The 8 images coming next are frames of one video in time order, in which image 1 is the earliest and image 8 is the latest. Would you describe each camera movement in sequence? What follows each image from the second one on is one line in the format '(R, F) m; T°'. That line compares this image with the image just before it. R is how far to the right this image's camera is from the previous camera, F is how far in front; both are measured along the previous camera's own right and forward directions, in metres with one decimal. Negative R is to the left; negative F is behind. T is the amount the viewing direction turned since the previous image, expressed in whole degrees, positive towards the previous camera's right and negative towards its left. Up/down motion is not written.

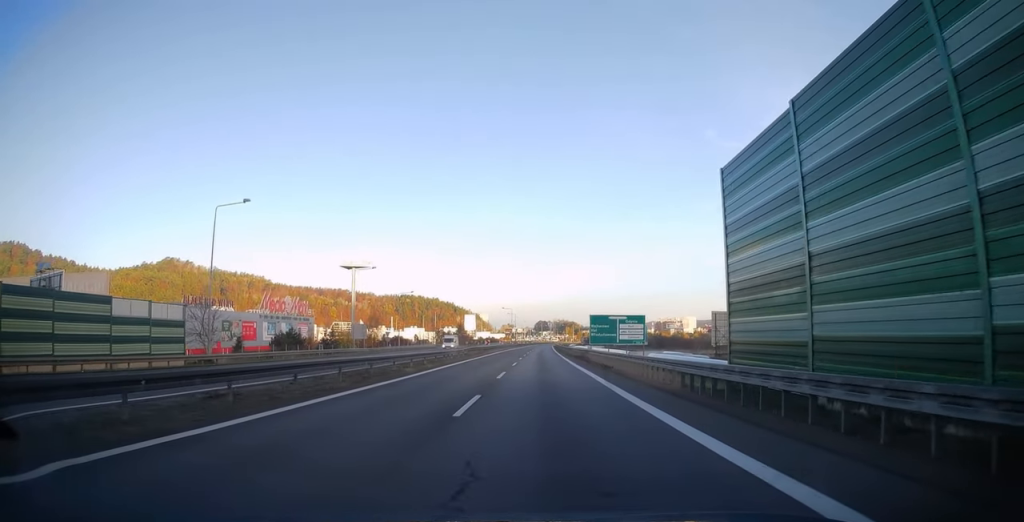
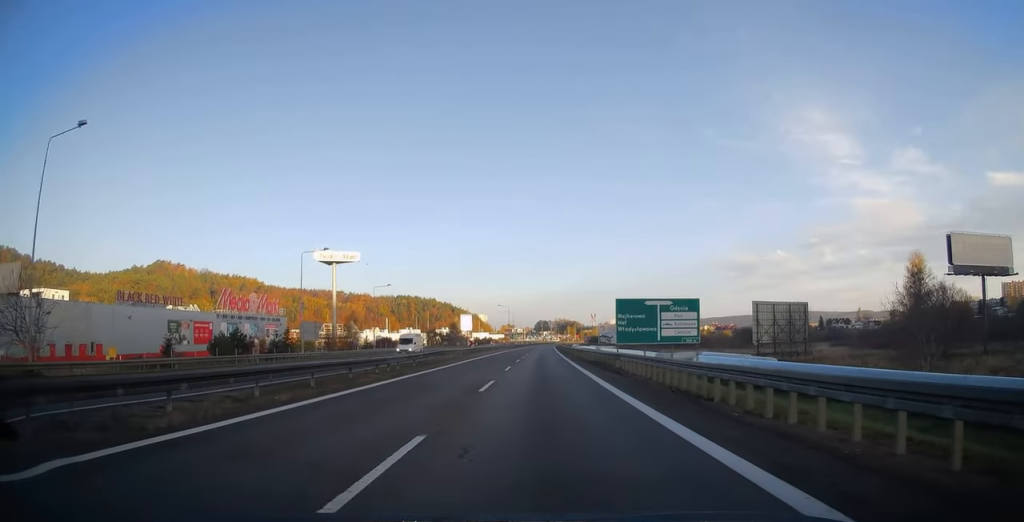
(-0.1, +18.4) m; 0°
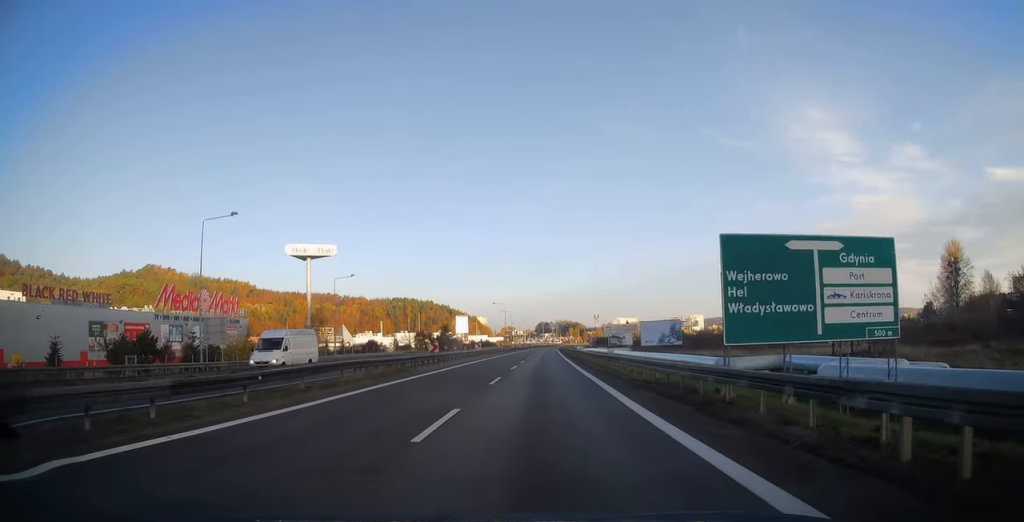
(0.0, +20.3) m; 0°
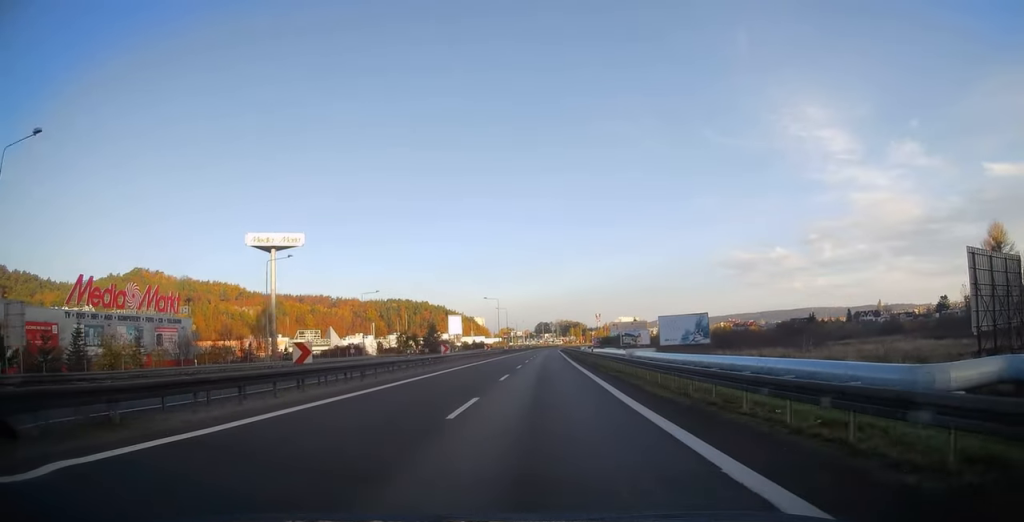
(+0.1, +21.5) m; 0°
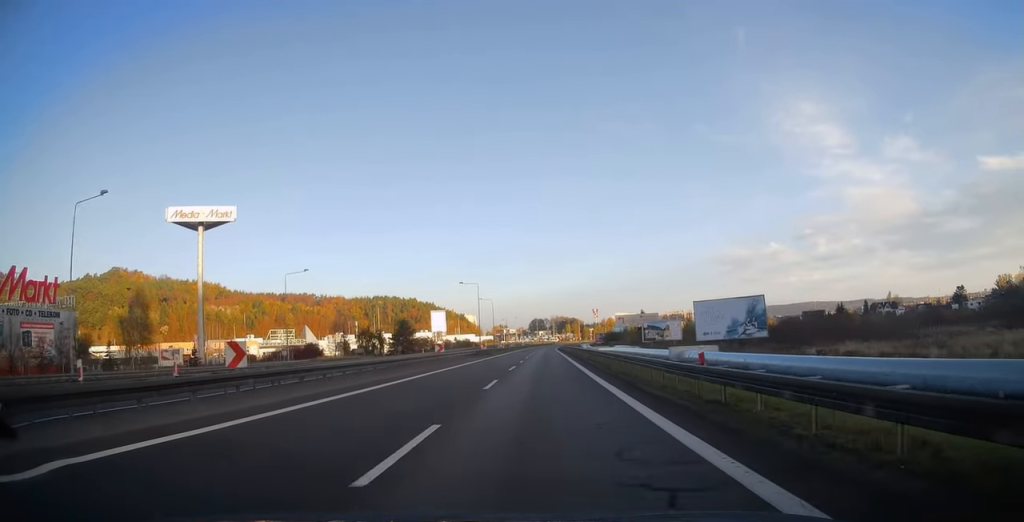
(0.0, +29.6) m; 0°
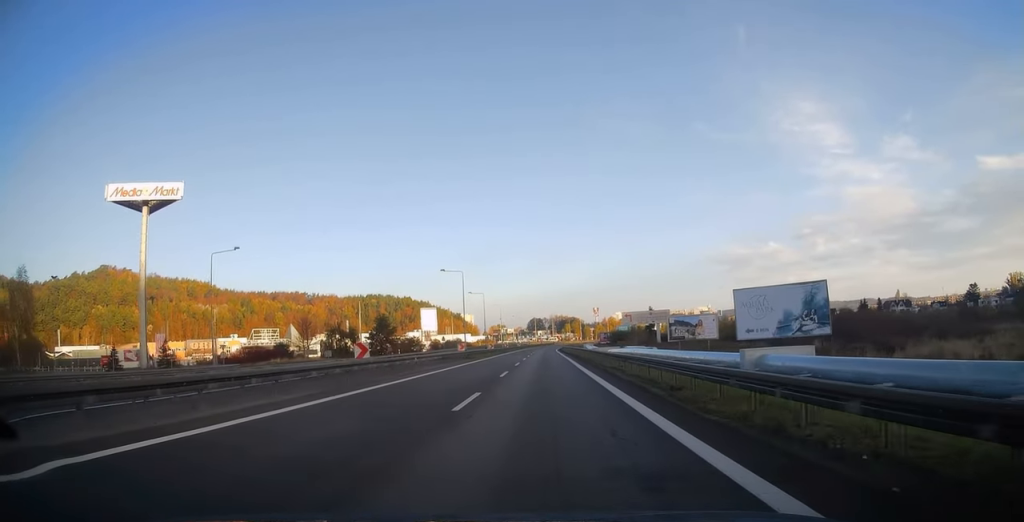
(0.0, +17.7) m; 0°
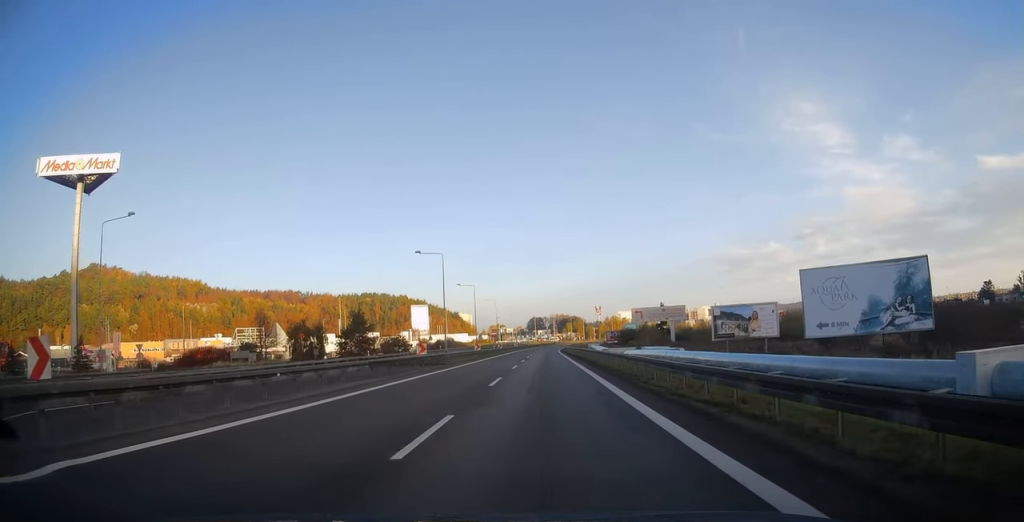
(0.0, +17.0) m; 0°
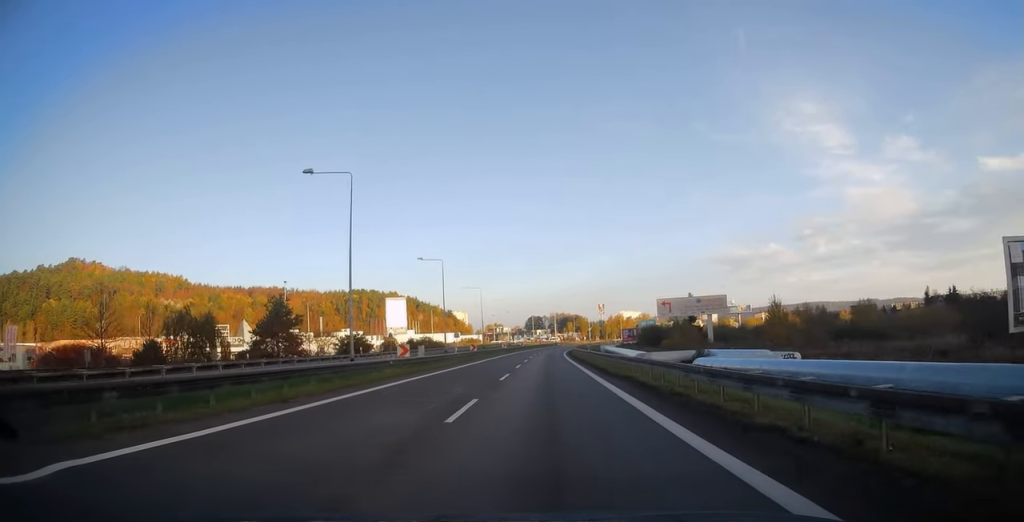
(+0.2, +32.8) m; 0°
